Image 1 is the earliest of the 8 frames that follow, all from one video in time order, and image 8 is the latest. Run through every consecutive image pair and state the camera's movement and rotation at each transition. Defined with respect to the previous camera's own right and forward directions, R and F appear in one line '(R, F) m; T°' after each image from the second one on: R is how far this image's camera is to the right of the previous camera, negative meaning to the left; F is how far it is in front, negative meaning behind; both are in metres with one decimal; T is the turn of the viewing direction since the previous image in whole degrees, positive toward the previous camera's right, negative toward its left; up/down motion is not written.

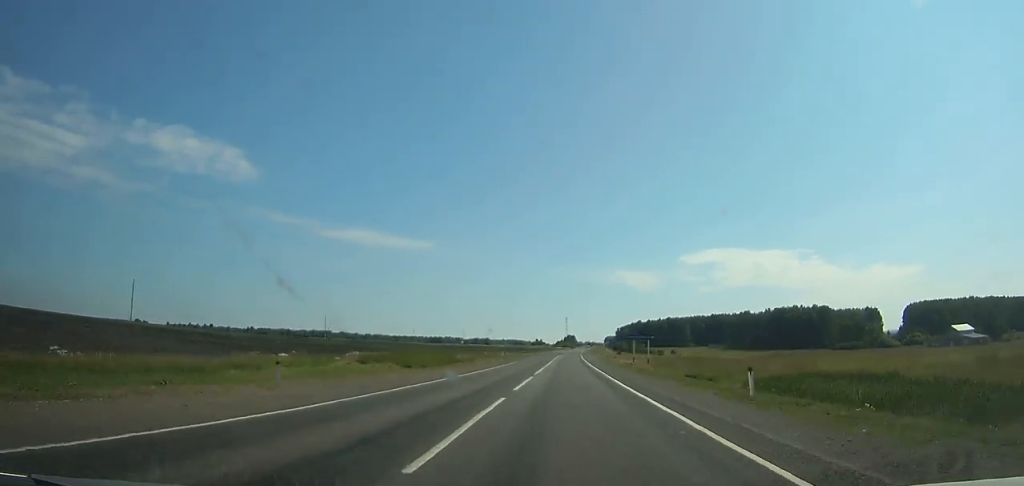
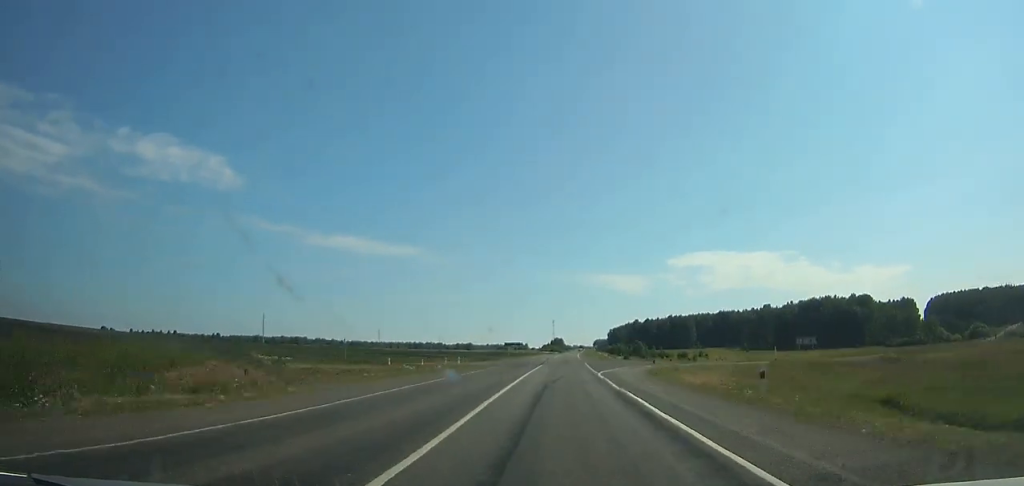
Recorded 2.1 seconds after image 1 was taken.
(+0.3, +60.8) m; +1°
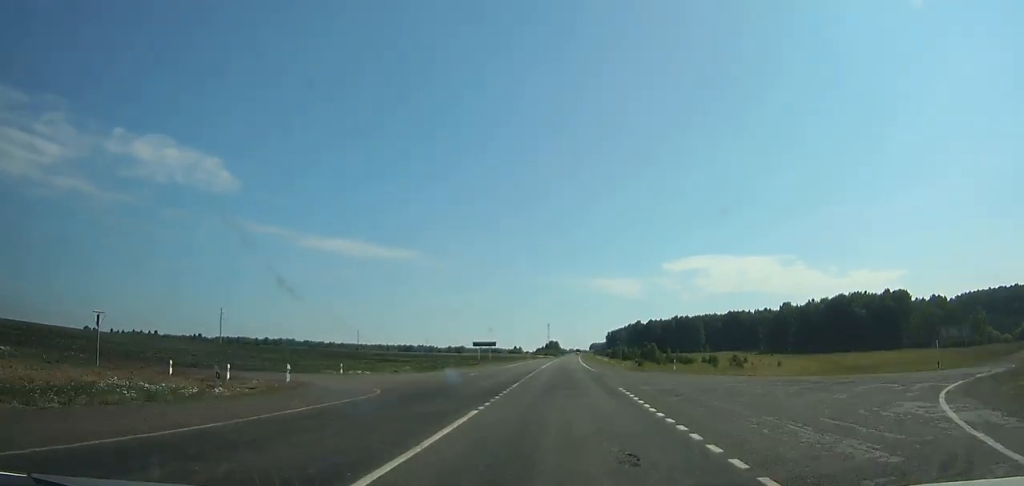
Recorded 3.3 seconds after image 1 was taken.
(+0.2, +34.8) m; +1°
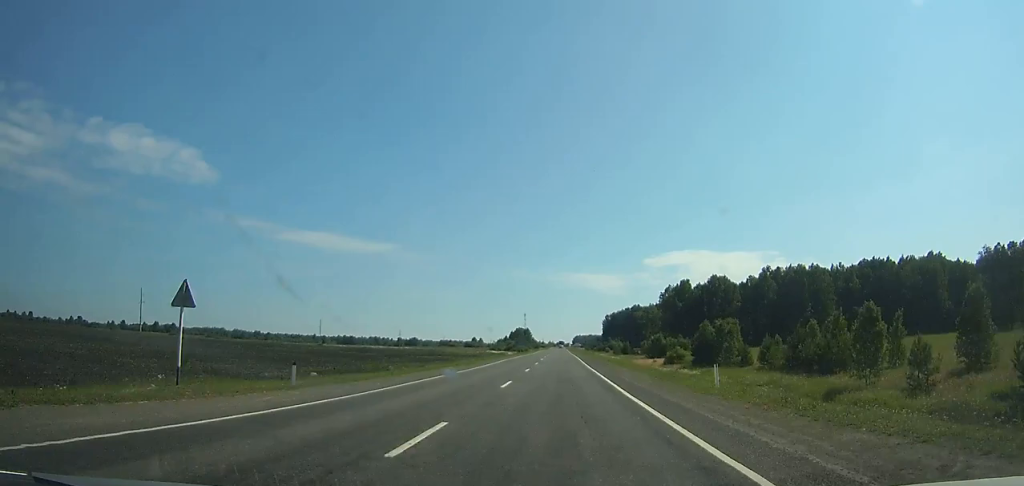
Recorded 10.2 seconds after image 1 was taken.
(+4.1, +198.5) m; +2°
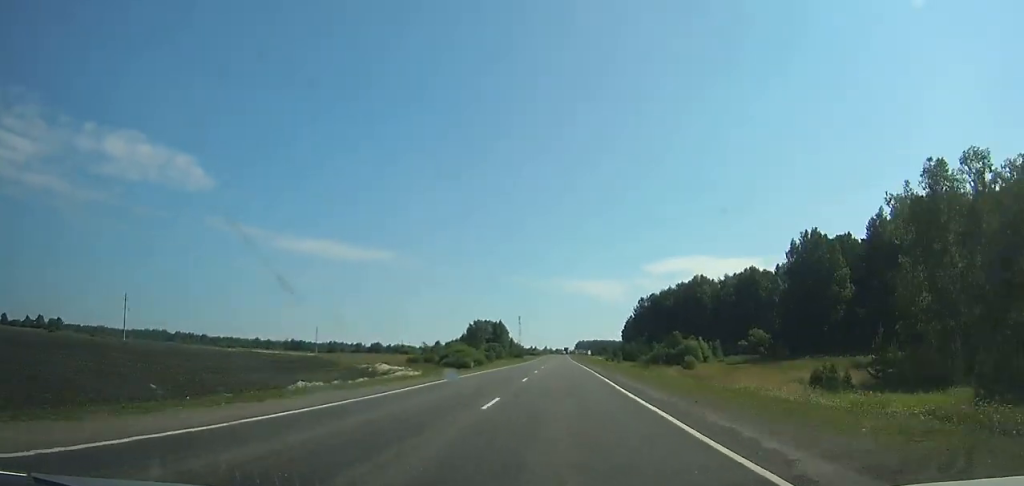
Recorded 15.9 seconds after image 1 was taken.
(+0.2, +162.4) m; 0°
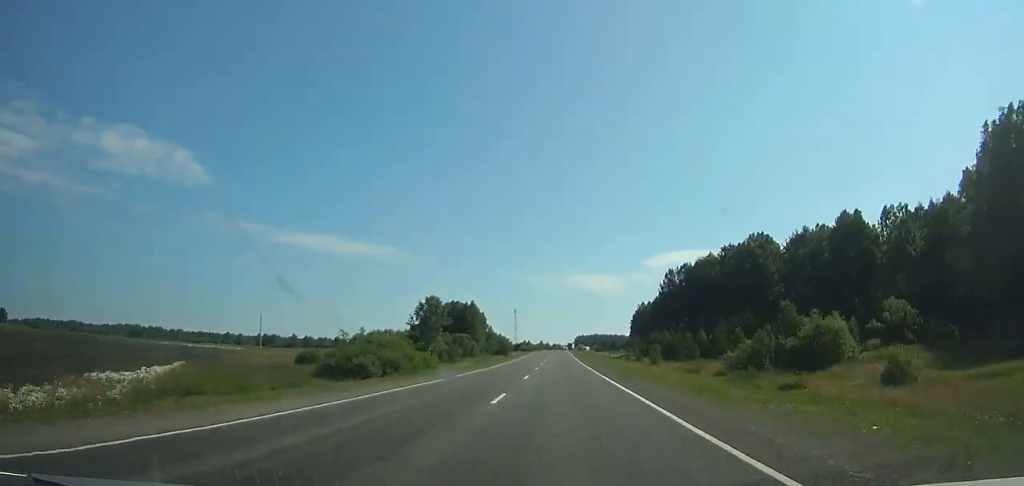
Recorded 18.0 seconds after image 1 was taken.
(0.0, +59.5) m; 0°
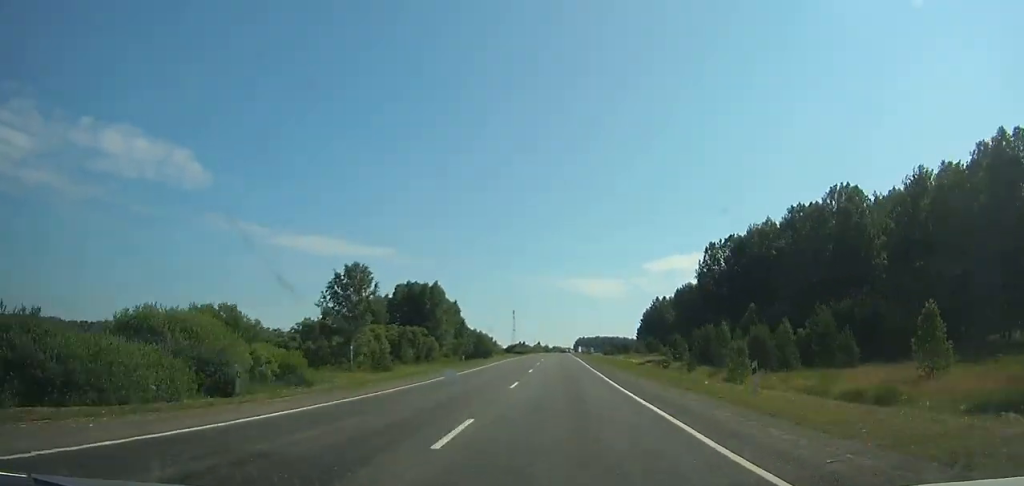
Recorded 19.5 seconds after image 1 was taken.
(0.0, +42.6) m; 0°
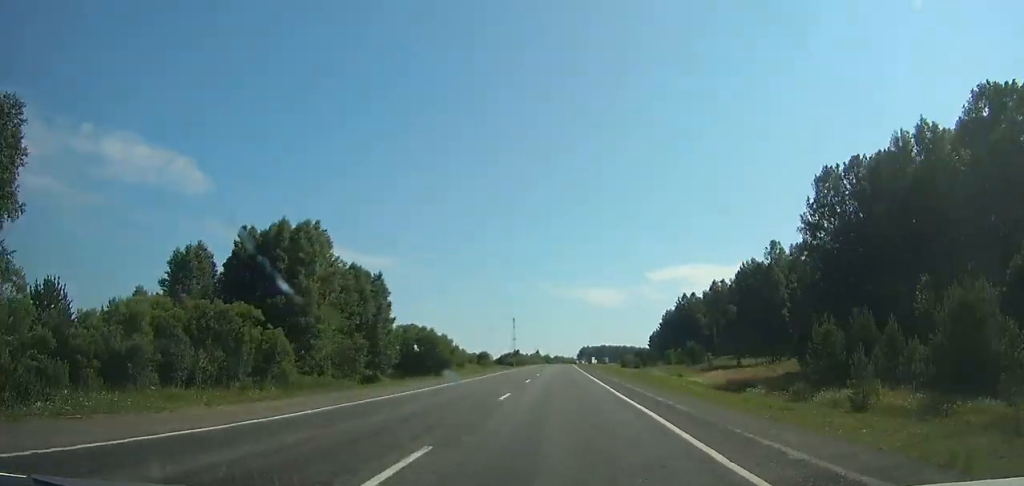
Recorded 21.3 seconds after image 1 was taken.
(-0.1, +51.2) m; 0°
